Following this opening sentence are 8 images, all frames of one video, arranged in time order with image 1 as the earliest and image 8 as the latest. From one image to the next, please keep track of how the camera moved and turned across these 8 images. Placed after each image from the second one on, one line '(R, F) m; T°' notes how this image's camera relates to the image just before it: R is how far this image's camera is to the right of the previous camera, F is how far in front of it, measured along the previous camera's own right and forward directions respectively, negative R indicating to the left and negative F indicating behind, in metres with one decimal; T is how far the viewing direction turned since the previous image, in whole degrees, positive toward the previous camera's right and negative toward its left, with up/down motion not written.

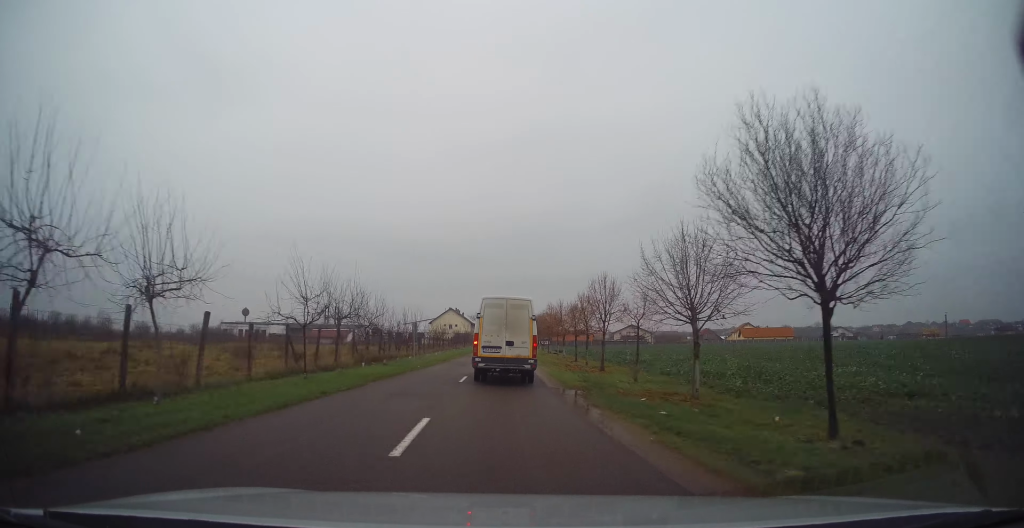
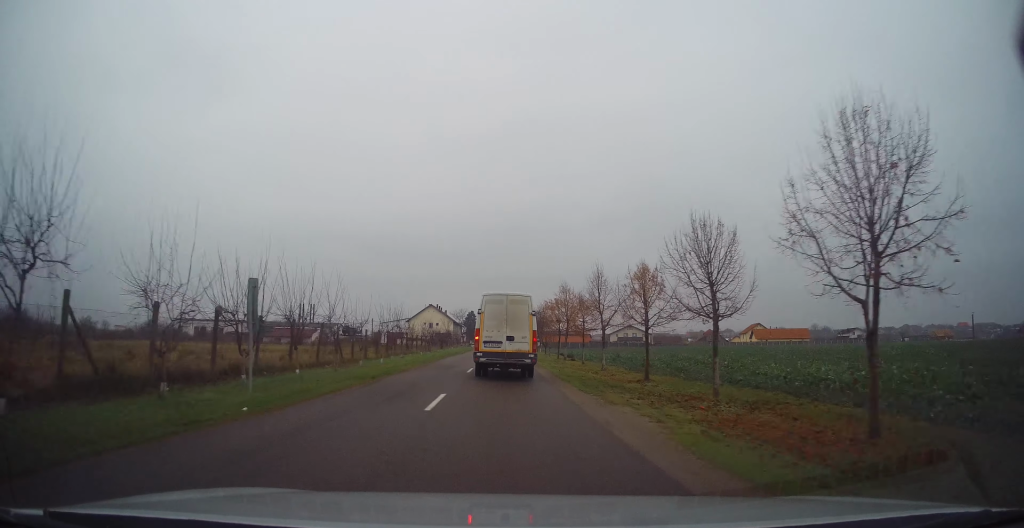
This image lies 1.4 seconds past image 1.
(-0.2, +19.1) m; -2°
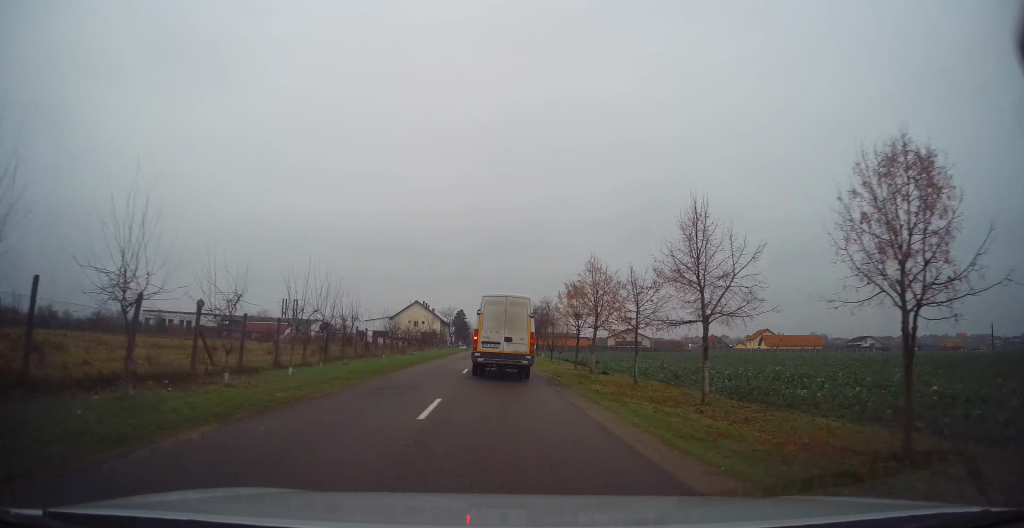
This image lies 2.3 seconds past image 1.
(-0.4, +12.5) m; +2°
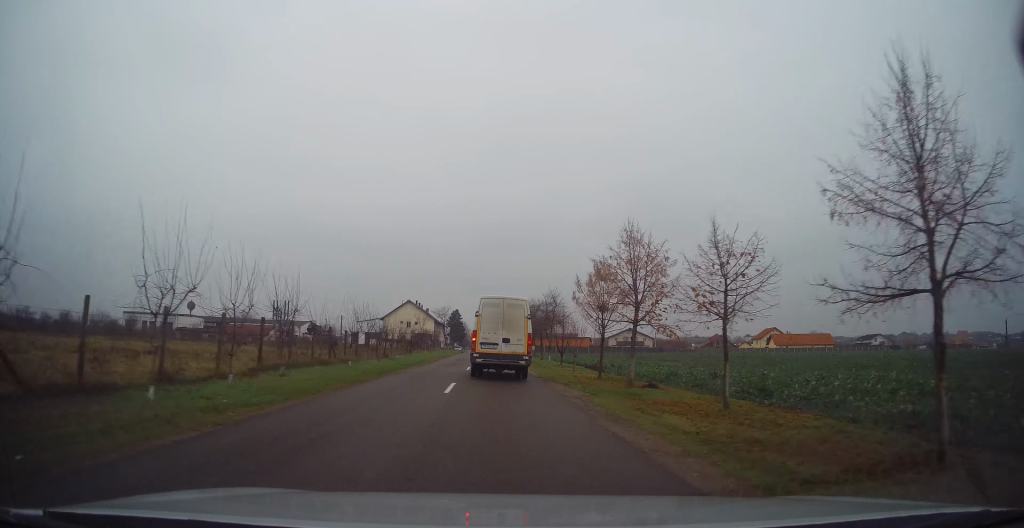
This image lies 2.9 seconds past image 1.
(+0.4, +7.2) m; +2°
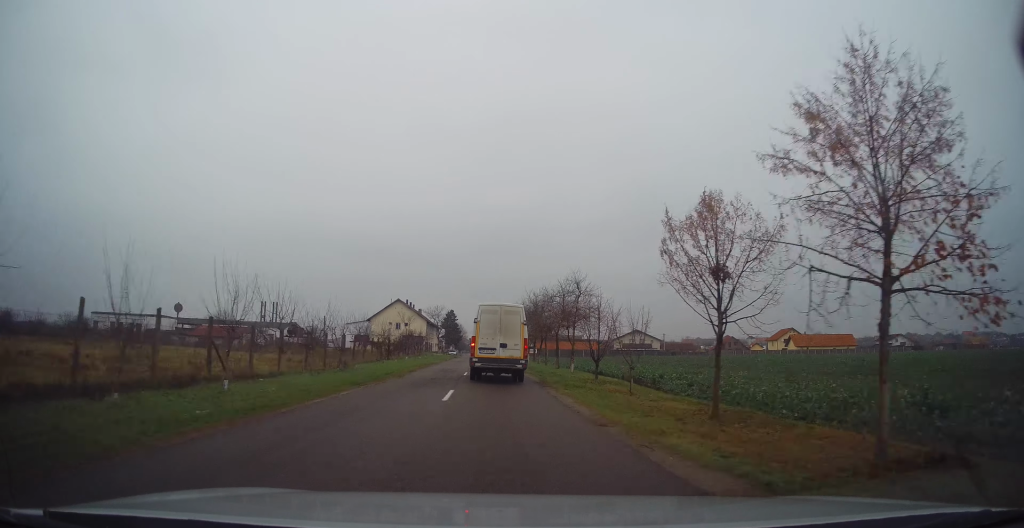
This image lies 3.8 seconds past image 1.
(+0.3, +12.1) m; 0°
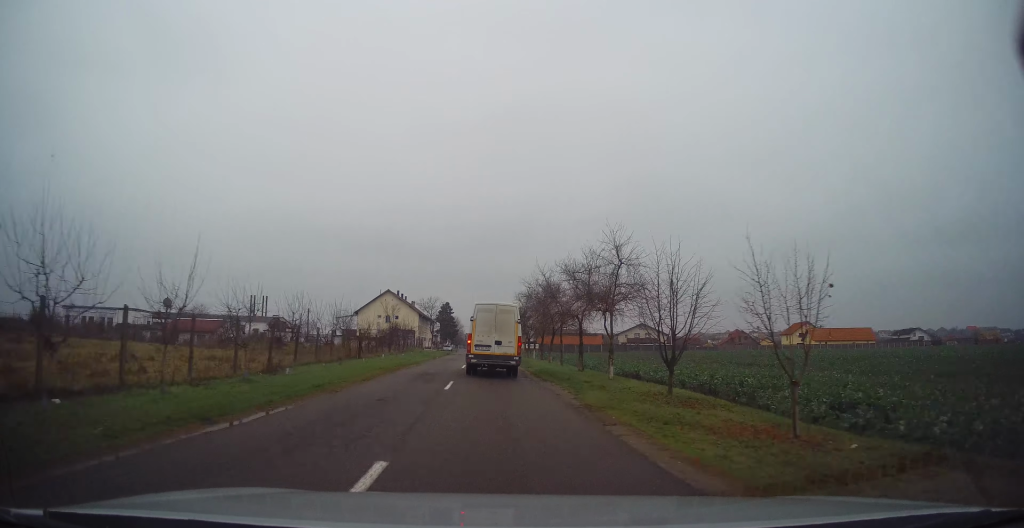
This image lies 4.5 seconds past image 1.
(-0.1, +10.2) m; -1°
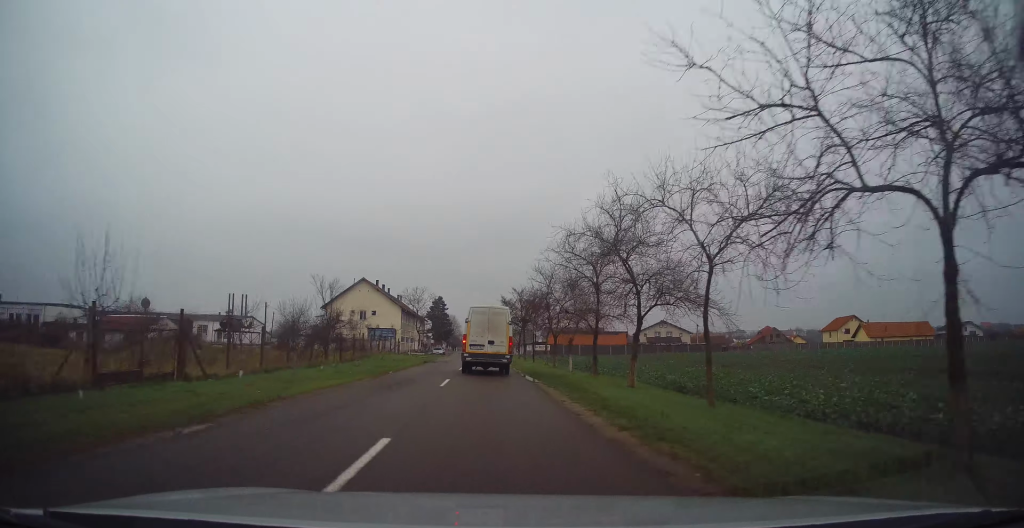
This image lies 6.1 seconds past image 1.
(+0.5, +22.0) m; +1°
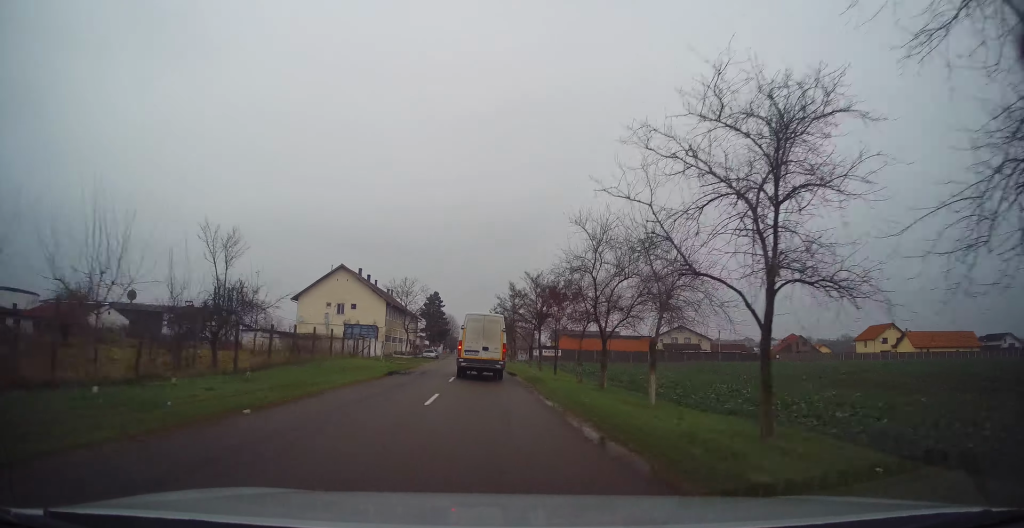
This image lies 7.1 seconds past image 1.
(-0.8, +14.7) m; -1°
